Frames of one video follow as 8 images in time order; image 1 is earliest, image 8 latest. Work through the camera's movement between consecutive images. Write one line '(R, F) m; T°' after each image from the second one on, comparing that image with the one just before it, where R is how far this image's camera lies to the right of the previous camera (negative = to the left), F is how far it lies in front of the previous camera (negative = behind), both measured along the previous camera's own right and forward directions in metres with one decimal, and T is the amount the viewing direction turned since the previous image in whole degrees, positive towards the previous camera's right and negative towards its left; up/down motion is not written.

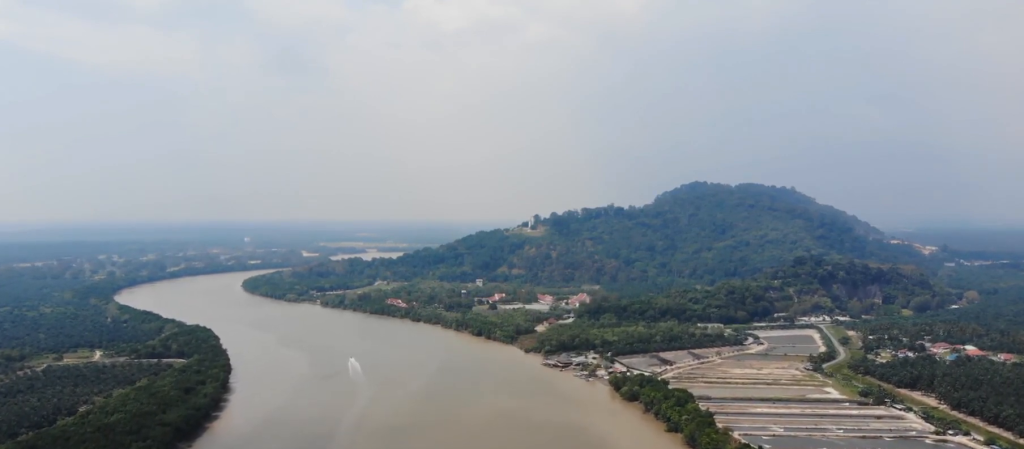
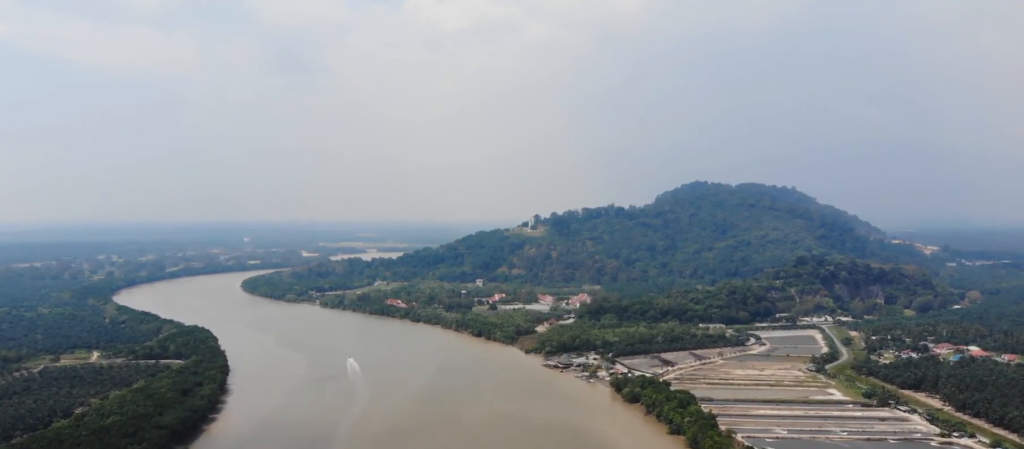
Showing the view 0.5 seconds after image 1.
(0.0, +6.8) m; 0°
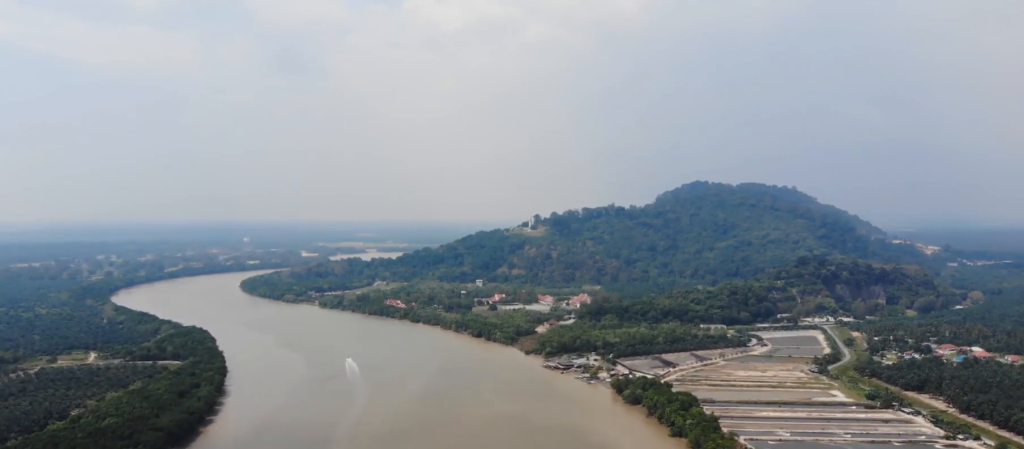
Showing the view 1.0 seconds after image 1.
(0.0, +6.4) m; 0°
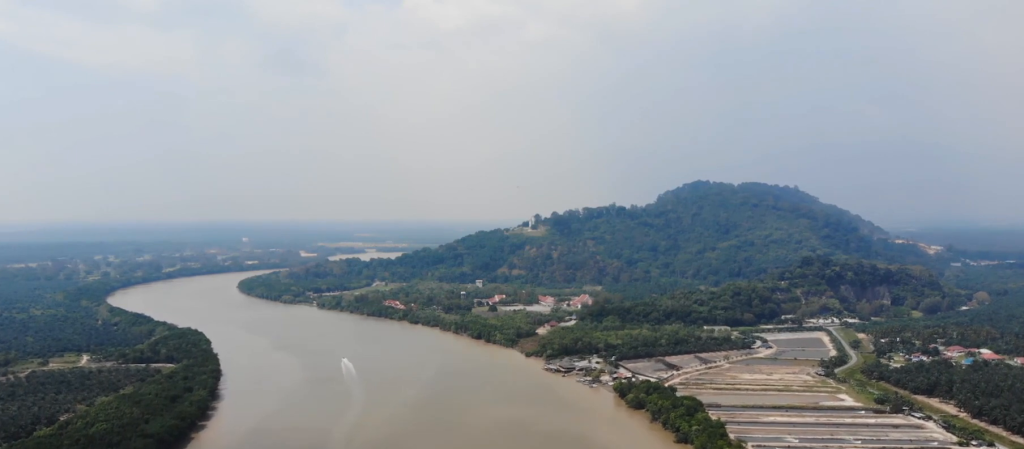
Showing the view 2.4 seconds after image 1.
(0.0, +17.1) m; 0°
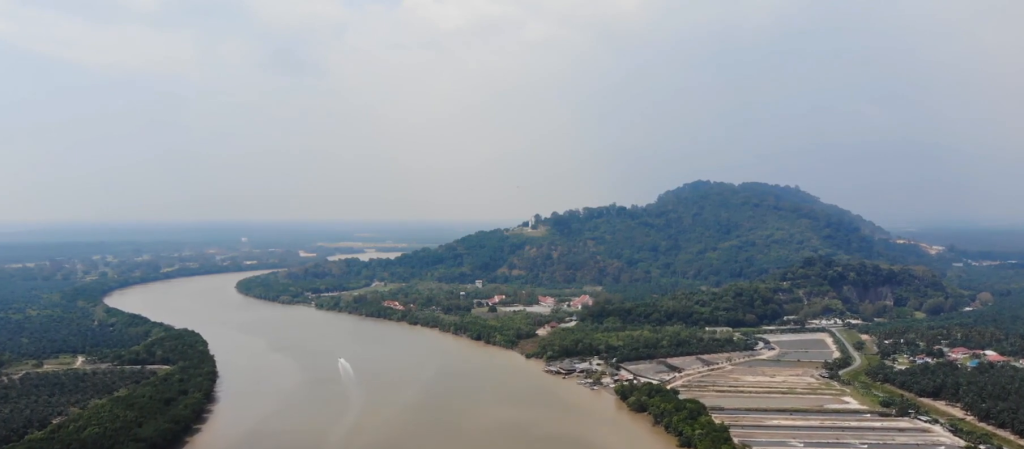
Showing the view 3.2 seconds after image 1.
(0.0, +10.2) m; 0°
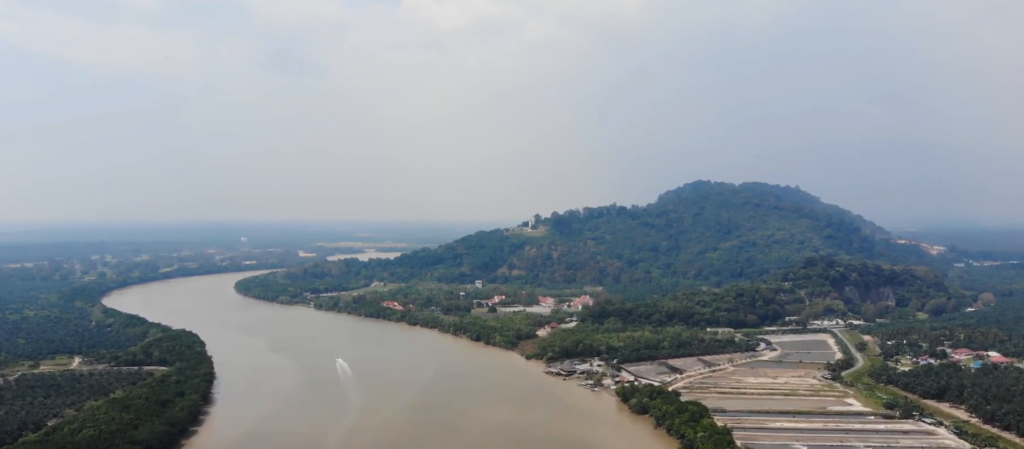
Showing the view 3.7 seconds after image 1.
(0.0, +6.8) m; 0°
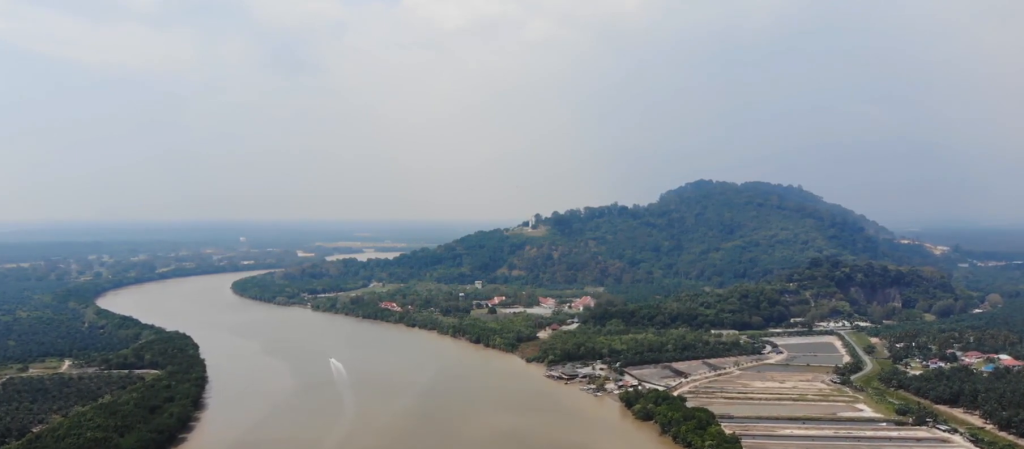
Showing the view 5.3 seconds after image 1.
(+0.1, +20.9) m; 0°
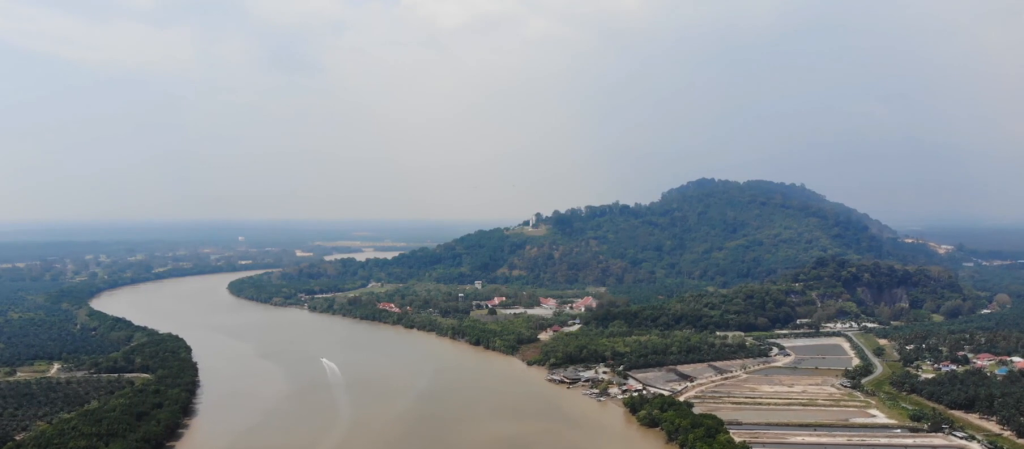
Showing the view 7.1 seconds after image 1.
(0.0, +22.7) m; 0°
